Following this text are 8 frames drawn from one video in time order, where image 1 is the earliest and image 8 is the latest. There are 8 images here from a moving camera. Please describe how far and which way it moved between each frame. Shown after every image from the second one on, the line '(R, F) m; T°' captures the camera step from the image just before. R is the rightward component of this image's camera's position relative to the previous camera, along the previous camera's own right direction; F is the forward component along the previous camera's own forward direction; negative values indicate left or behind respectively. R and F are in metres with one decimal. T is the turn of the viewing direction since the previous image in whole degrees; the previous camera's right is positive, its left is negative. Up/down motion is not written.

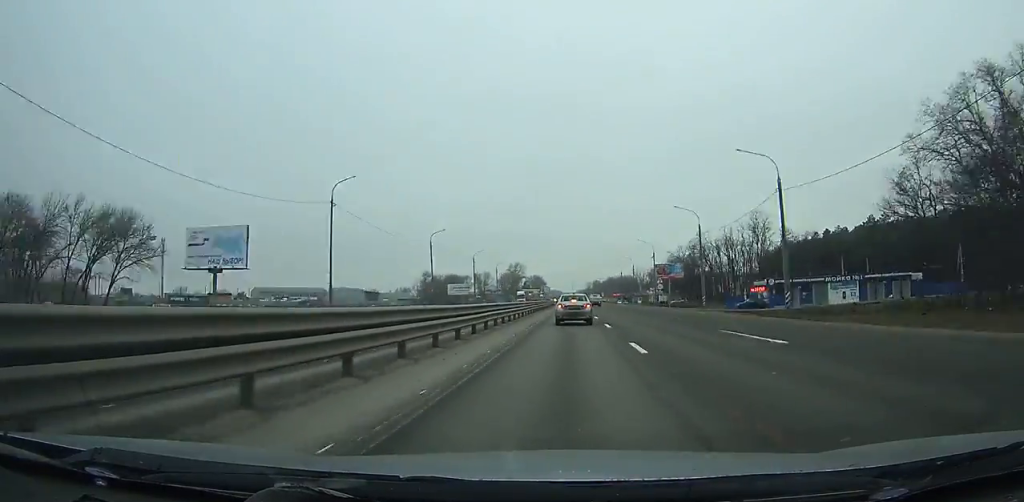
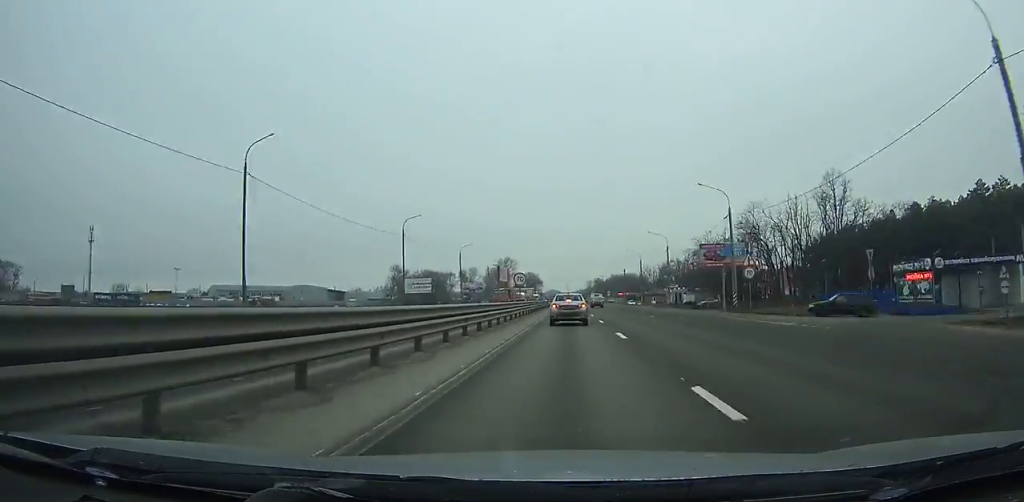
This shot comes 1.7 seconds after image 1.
(0.0, +41.9) m; 0°
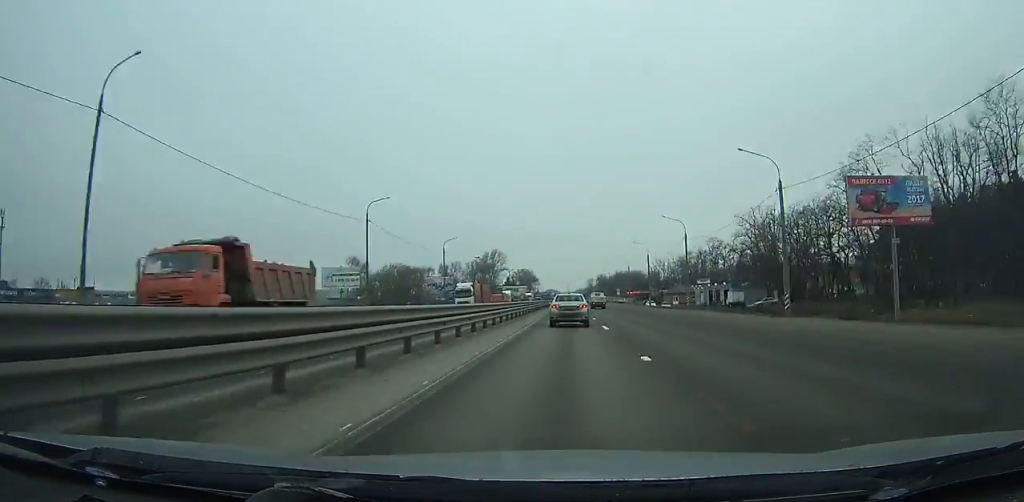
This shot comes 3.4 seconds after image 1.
(0.0, +41.6) m; 0°
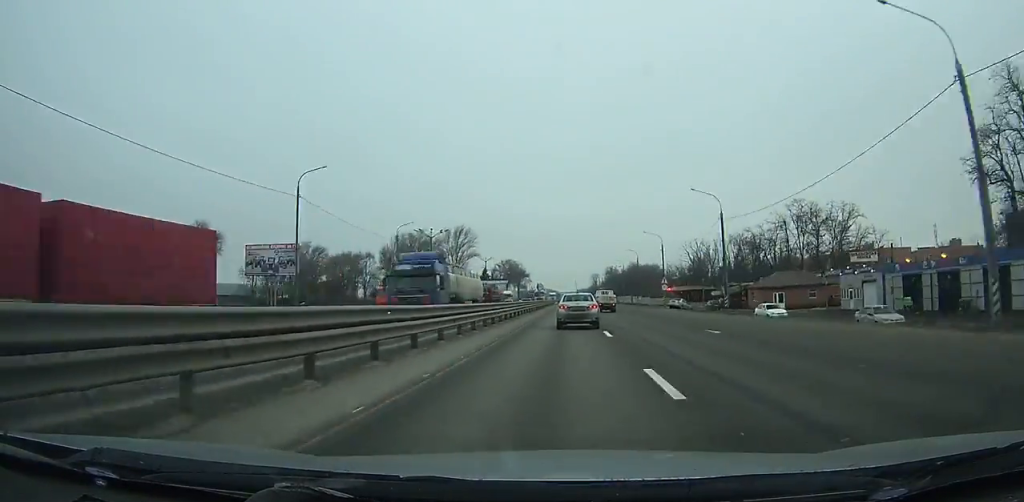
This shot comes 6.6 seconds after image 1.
(-0.1, +76.0) m; 0°
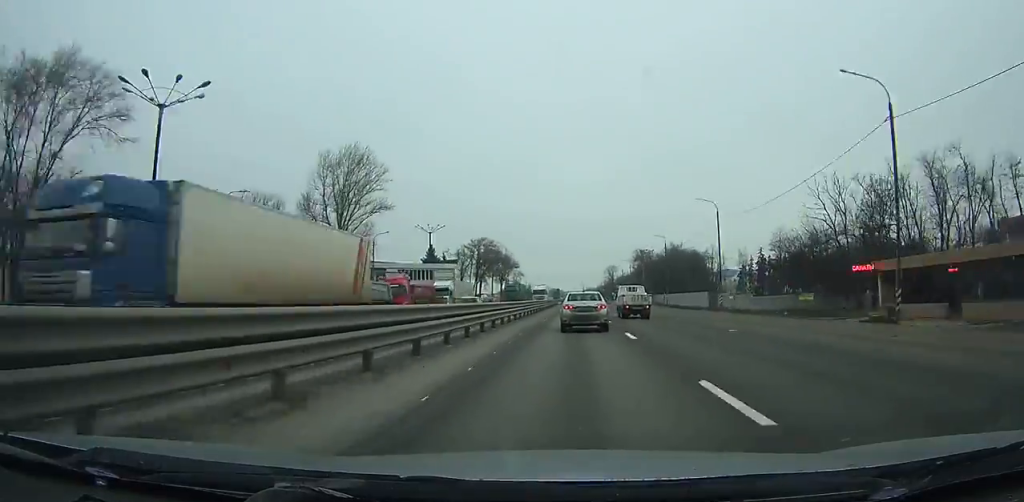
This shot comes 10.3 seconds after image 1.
(-0.1, +84.7) m; 0°
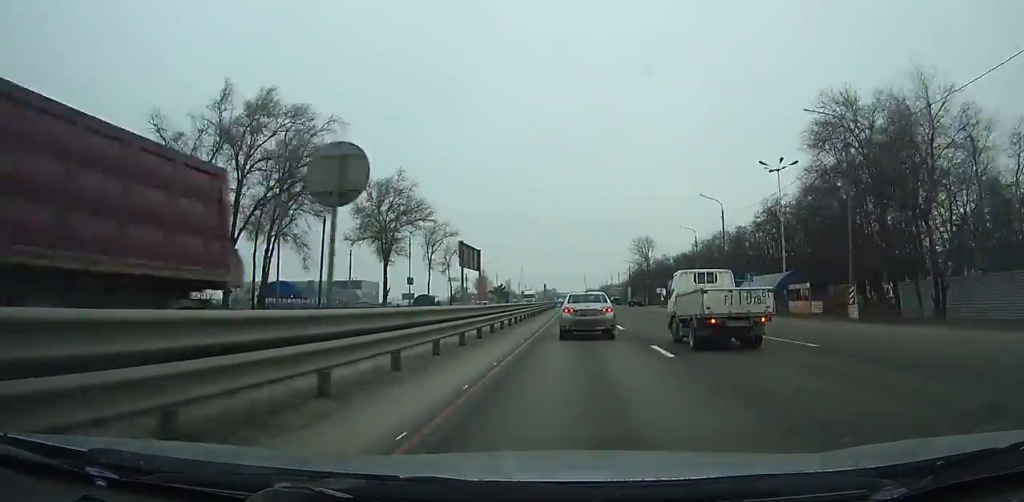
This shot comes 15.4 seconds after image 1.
(+0.3, +112.2) m; +1°
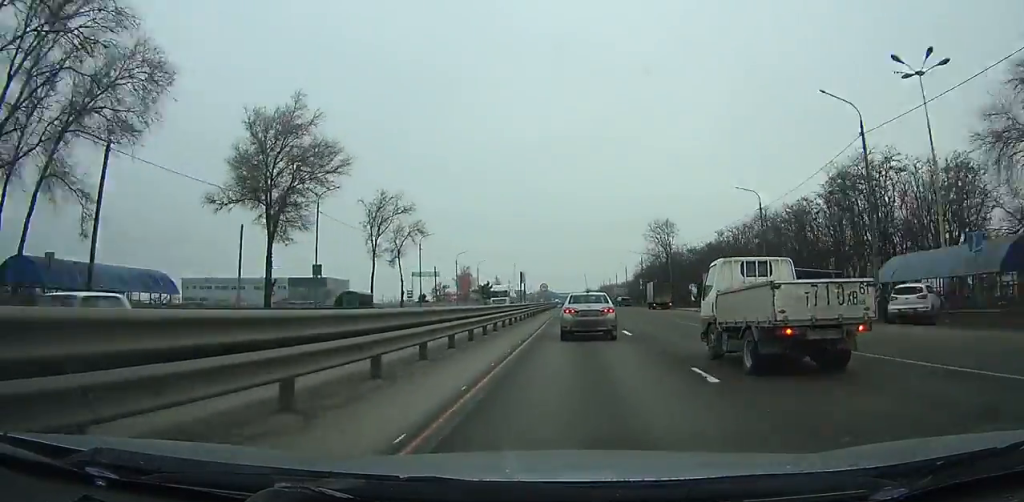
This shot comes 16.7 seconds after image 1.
(+0.1, +27.7) m; 0°
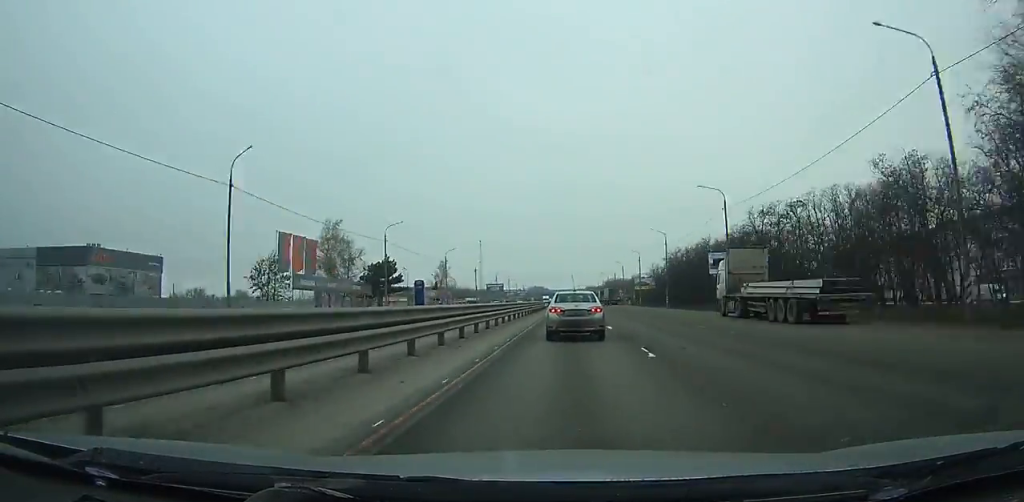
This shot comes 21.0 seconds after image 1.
(+0.2, +90.7) m; 0°
